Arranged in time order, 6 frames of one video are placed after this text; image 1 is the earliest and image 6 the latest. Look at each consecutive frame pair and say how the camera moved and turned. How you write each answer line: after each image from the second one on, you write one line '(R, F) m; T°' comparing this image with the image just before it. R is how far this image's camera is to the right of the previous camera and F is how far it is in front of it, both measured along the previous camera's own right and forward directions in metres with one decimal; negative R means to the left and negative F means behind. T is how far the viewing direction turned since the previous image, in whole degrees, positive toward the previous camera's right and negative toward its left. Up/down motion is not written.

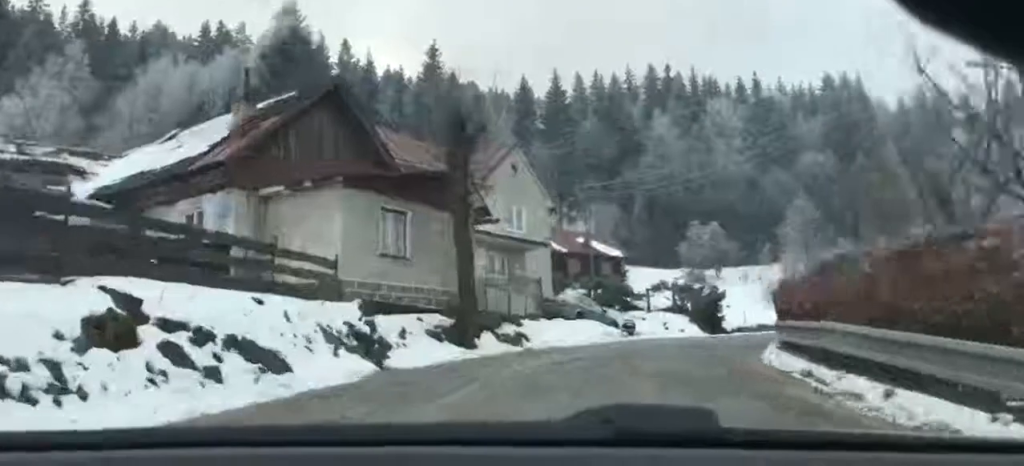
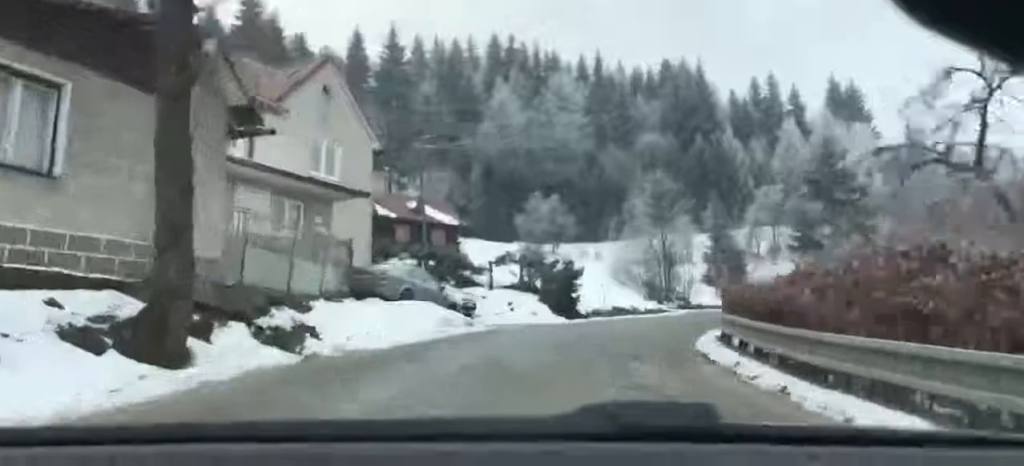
(+0.7, +8.7) m; +6°
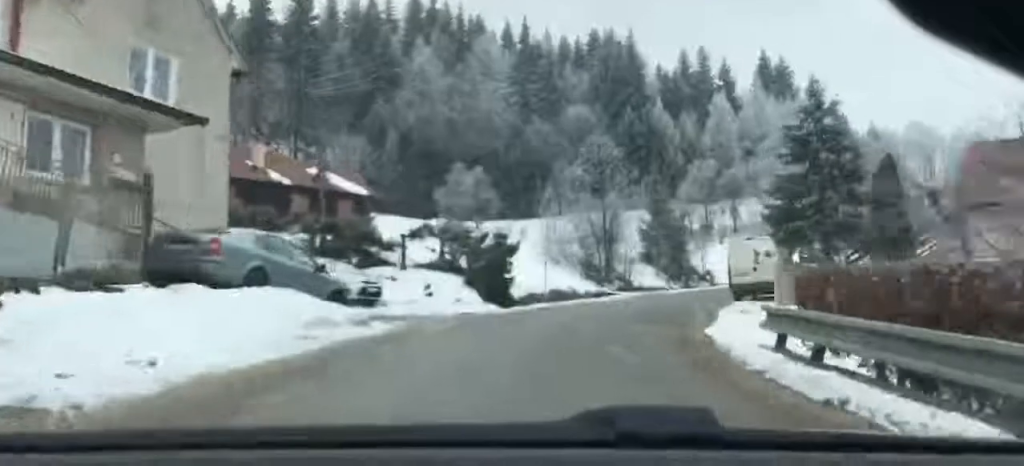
(+0.6, +8.0) m; +8°
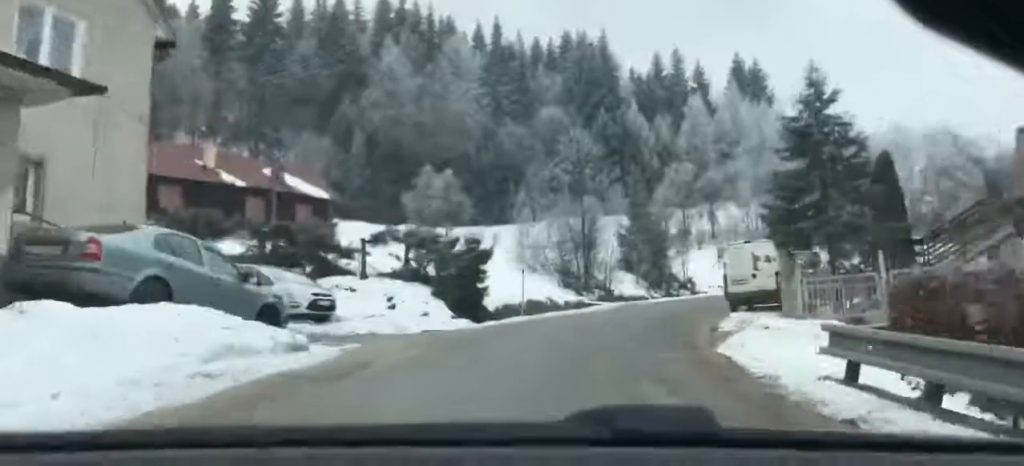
(0.0, +3.3) m; +3°
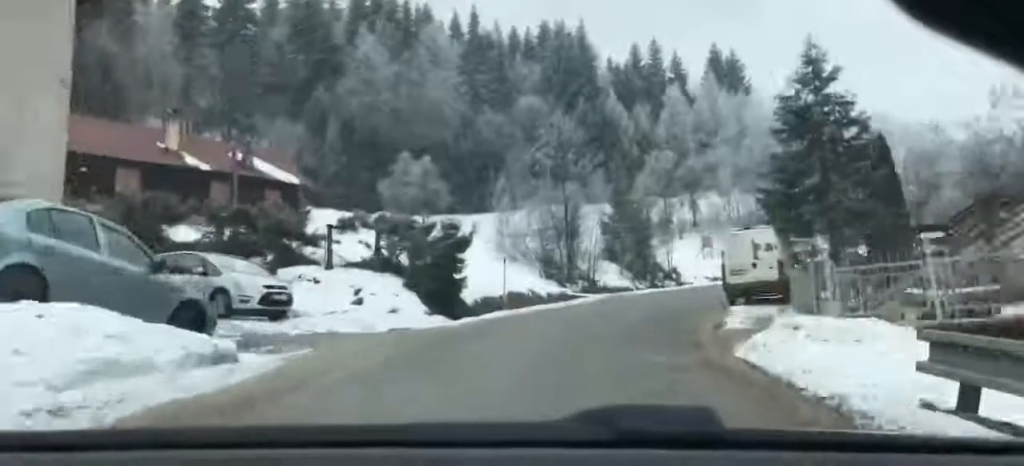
(-0.1, +2.7) m; +2°
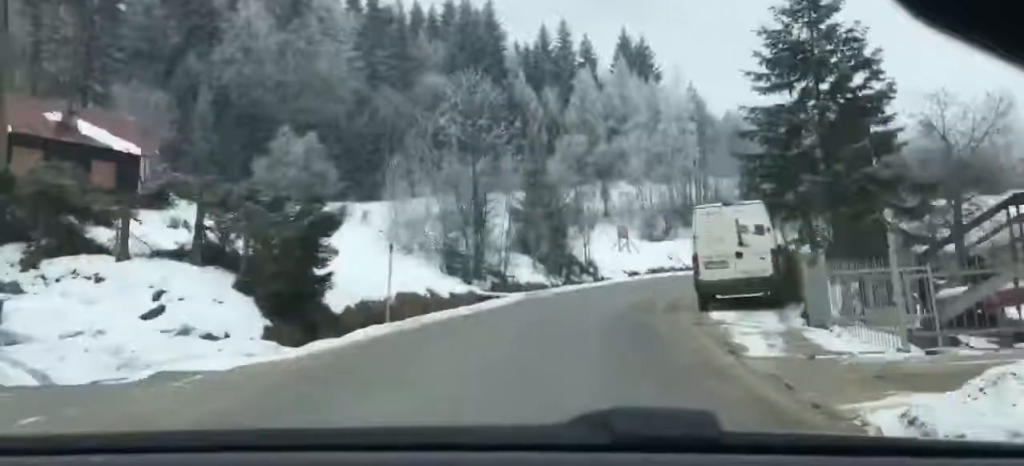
(+1.1, +9.6) m; +13°
